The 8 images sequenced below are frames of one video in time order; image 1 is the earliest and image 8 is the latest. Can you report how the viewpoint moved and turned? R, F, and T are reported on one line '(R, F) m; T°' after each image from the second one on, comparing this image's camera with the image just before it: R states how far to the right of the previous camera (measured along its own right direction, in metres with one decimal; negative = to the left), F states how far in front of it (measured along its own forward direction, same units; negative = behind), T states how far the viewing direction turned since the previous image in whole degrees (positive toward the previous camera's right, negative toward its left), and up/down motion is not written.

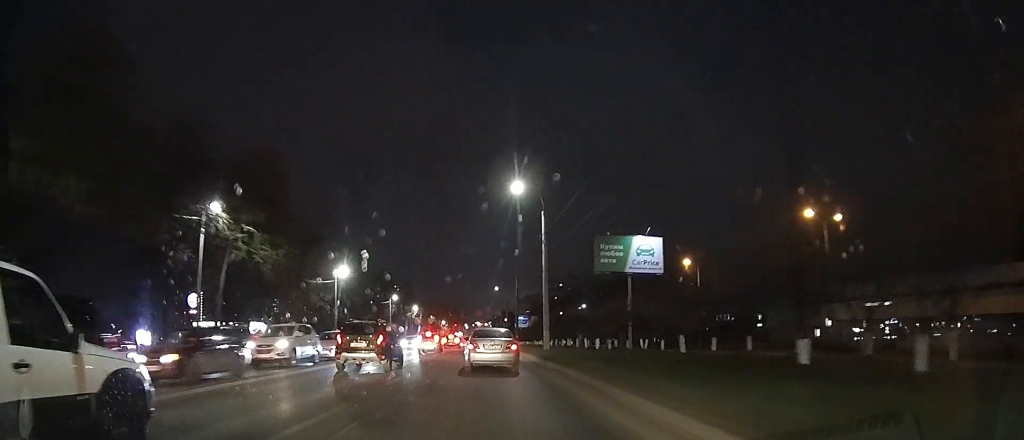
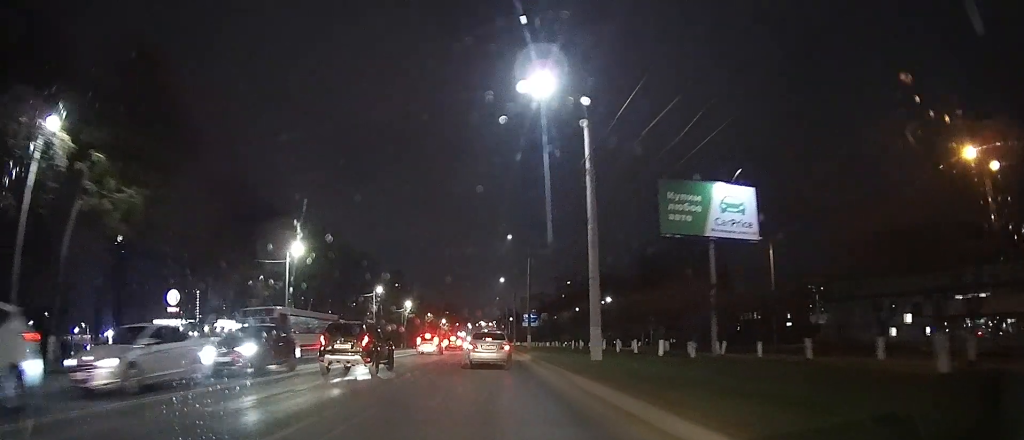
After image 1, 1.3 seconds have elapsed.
(0.0, +16.7) m; -1°
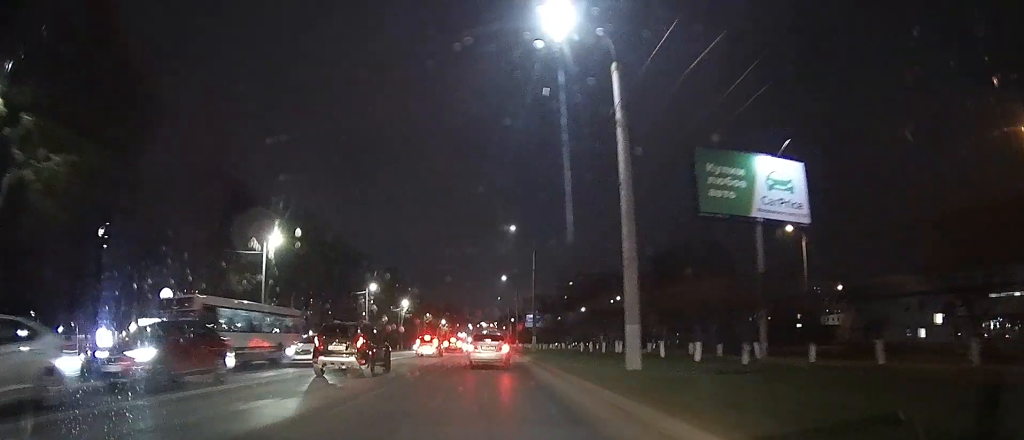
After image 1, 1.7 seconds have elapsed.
(0.0, +5.3) m; 0°
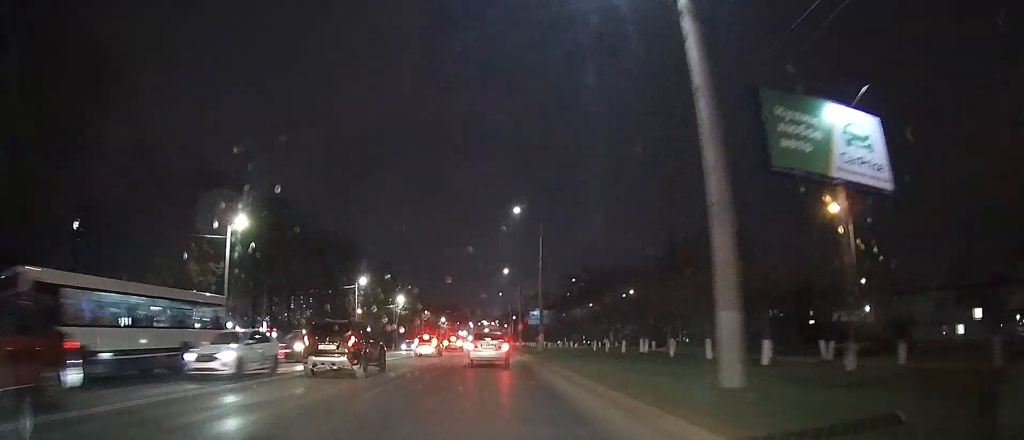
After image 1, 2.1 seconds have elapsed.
(0.0, +6.0) m; 0°
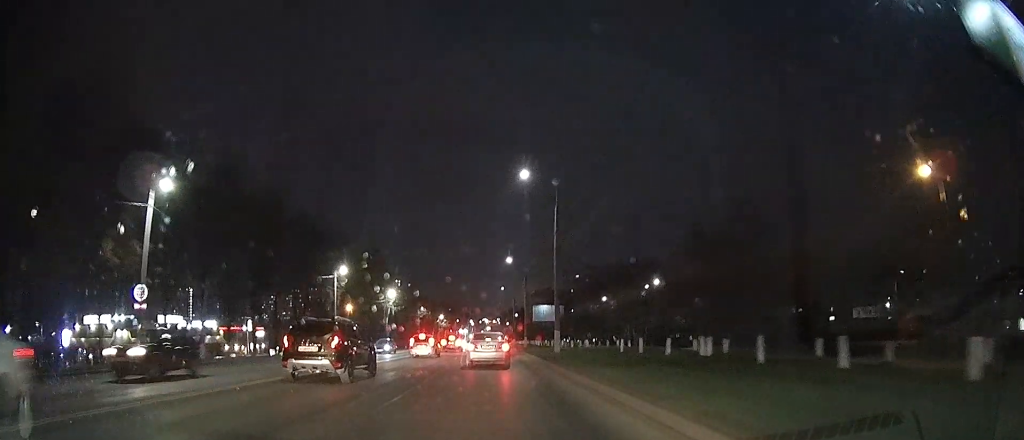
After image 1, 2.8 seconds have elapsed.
(0.0, +8.8) m; 0°
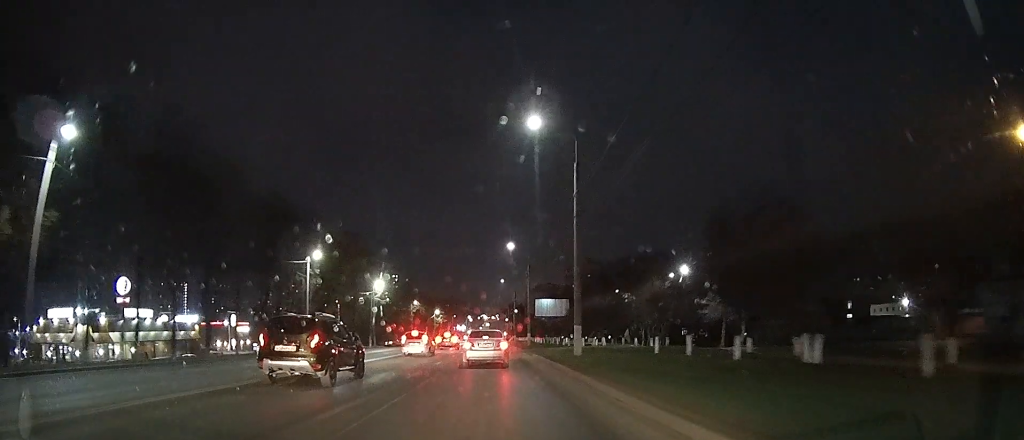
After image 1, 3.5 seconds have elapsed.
(0.0, +7.6) m; 0°
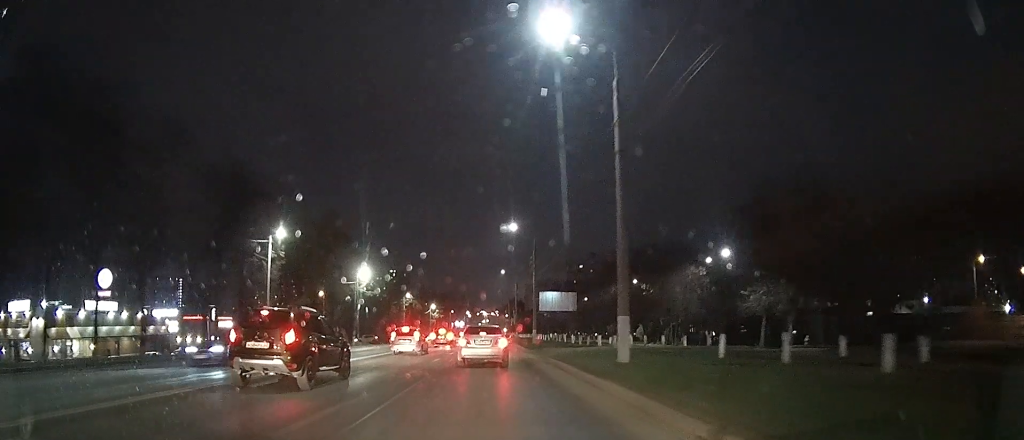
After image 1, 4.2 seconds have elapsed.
(0.0, +7.6) m; 0°
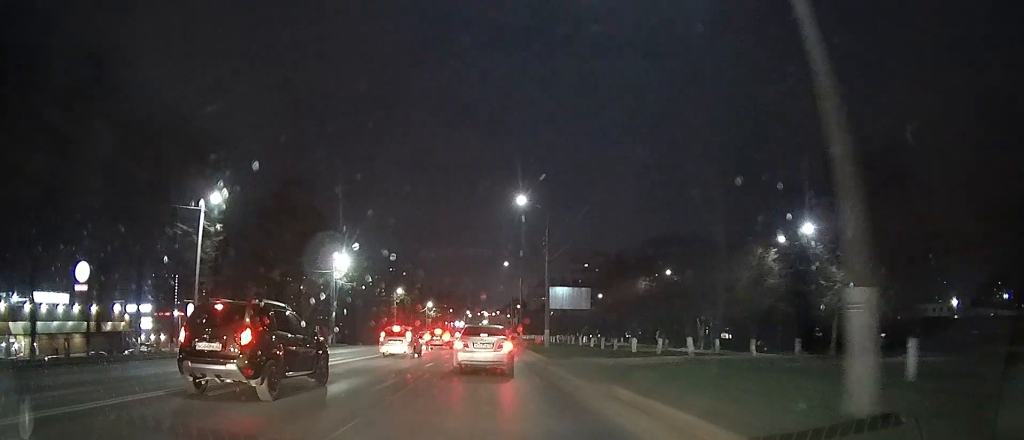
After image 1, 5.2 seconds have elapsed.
(0.0, +9.8) m; 0°
